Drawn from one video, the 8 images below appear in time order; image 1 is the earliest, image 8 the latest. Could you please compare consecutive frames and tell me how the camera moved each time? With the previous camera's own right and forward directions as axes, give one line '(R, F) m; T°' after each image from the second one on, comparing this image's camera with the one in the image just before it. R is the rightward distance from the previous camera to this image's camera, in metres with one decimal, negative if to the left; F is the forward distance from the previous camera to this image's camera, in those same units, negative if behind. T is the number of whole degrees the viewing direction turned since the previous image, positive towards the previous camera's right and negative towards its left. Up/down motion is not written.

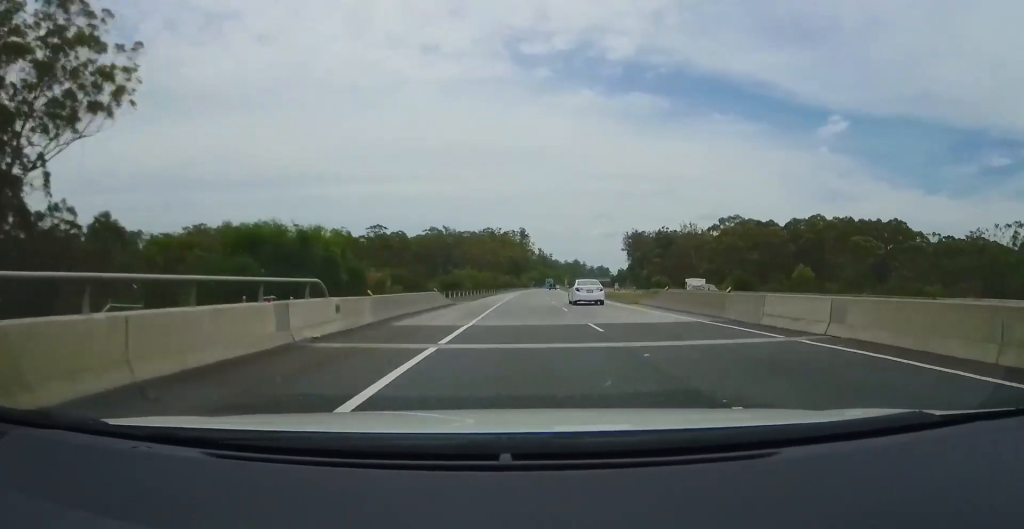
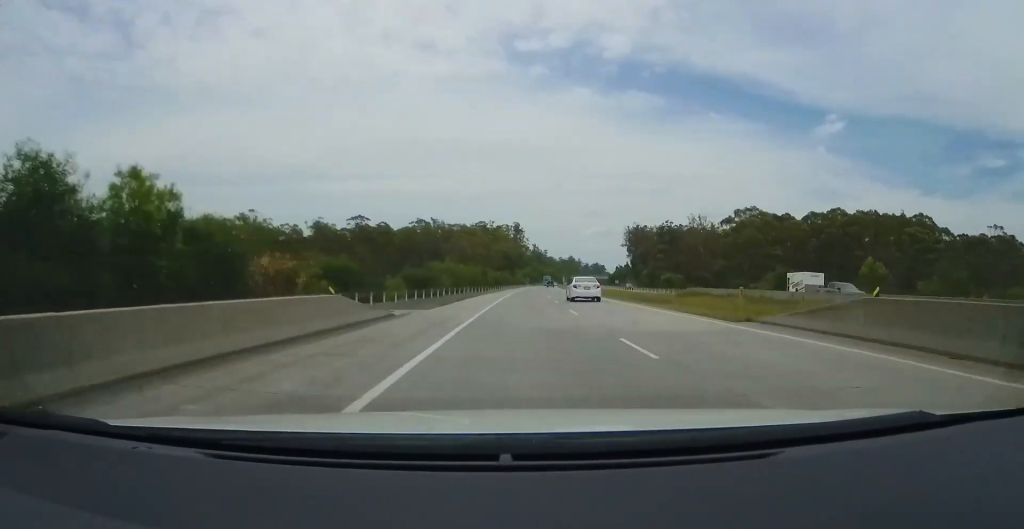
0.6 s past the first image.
(-0.2, +17.0) m; -1°
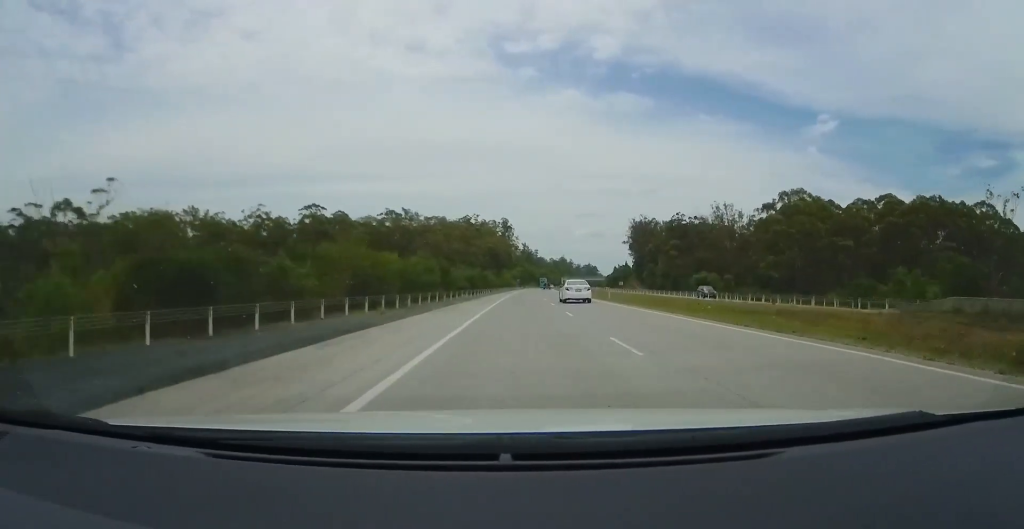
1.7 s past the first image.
(-0.1, +35.1) m; +1°
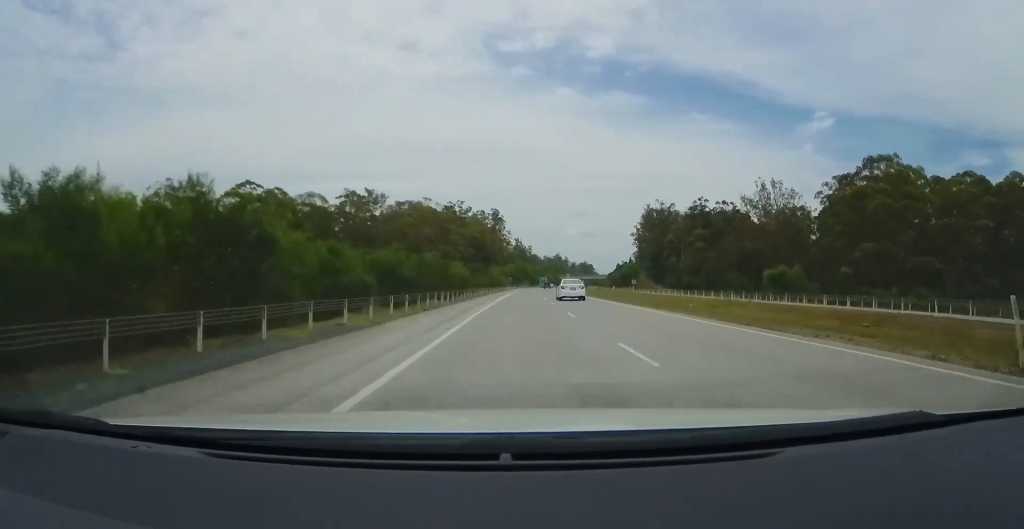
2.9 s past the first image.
(+0.6, +36.4) m; +1°
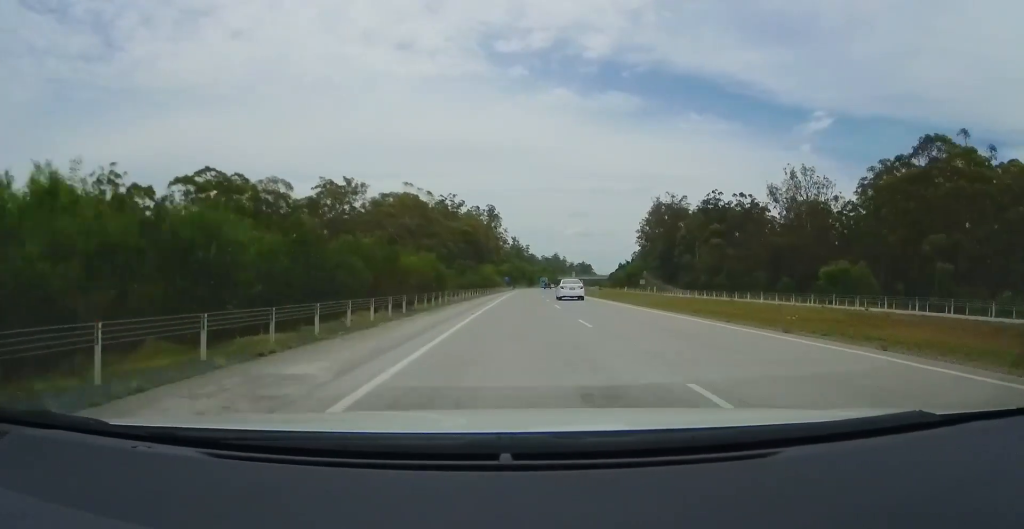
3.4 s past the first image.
(-0.1, +15.8) m; 0°
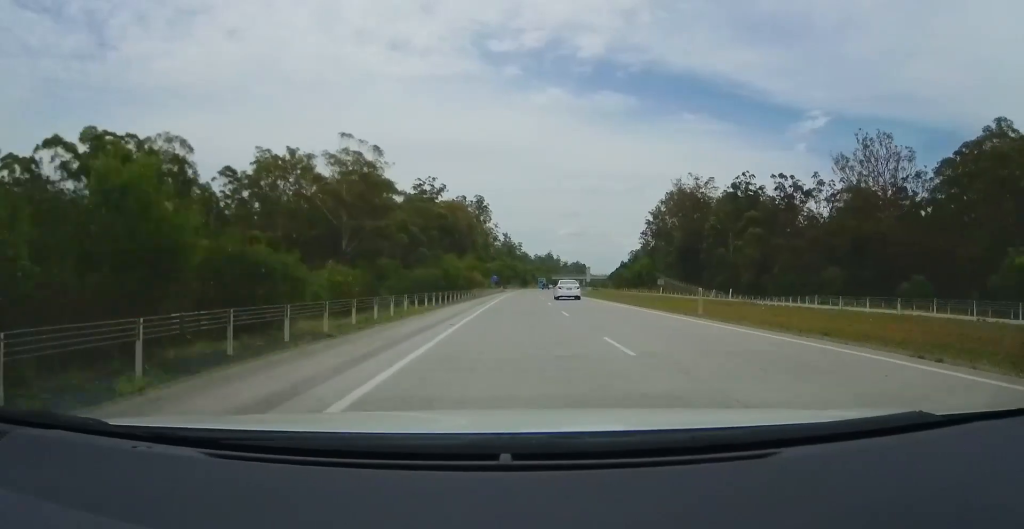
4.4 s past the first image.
(+0.3, +29.2) m; +1°
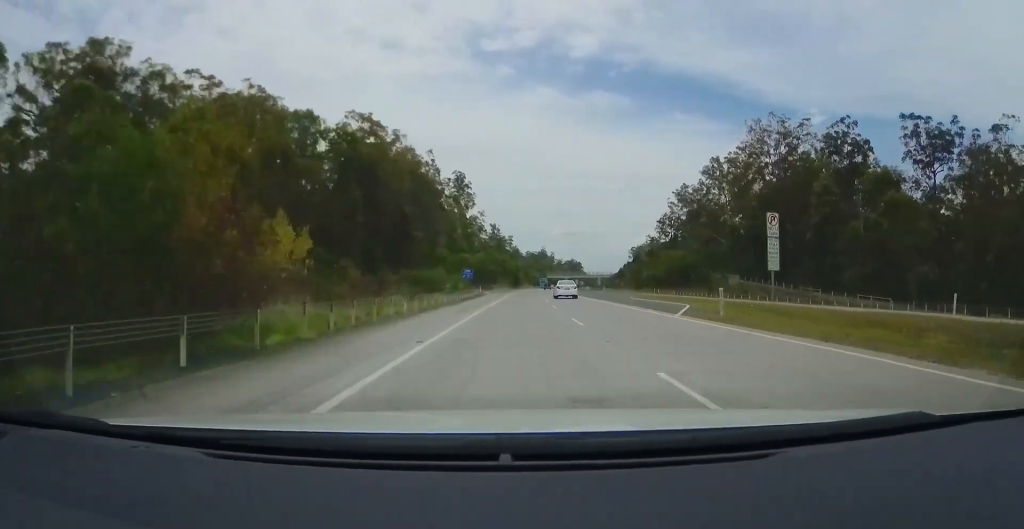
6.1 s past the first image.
(+1.0, +52.3) m; +1°
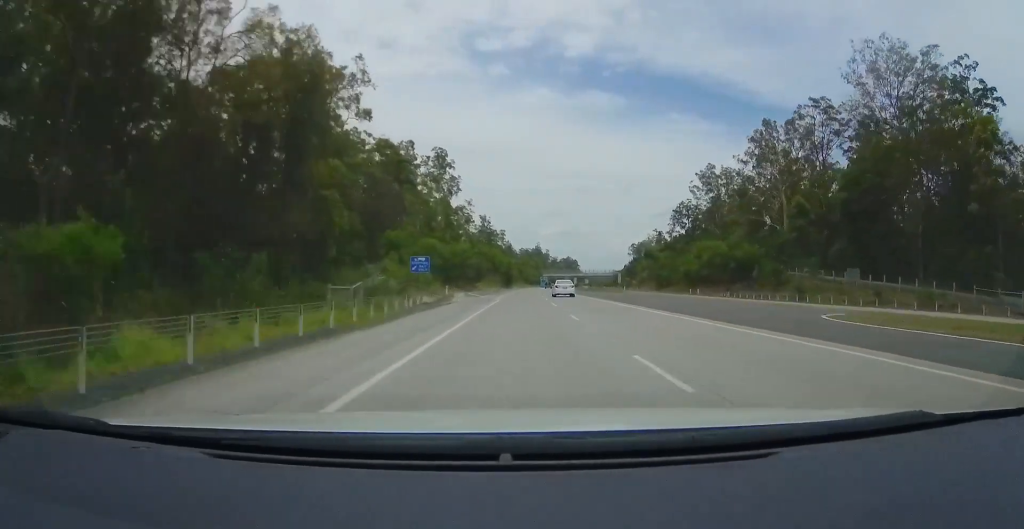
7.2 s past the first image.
(-0.2, +32.8) m; -1°
